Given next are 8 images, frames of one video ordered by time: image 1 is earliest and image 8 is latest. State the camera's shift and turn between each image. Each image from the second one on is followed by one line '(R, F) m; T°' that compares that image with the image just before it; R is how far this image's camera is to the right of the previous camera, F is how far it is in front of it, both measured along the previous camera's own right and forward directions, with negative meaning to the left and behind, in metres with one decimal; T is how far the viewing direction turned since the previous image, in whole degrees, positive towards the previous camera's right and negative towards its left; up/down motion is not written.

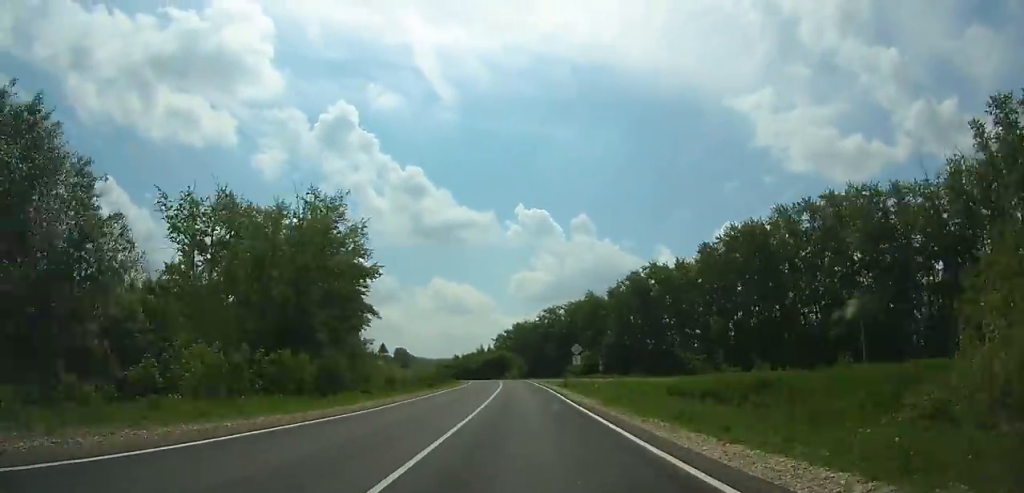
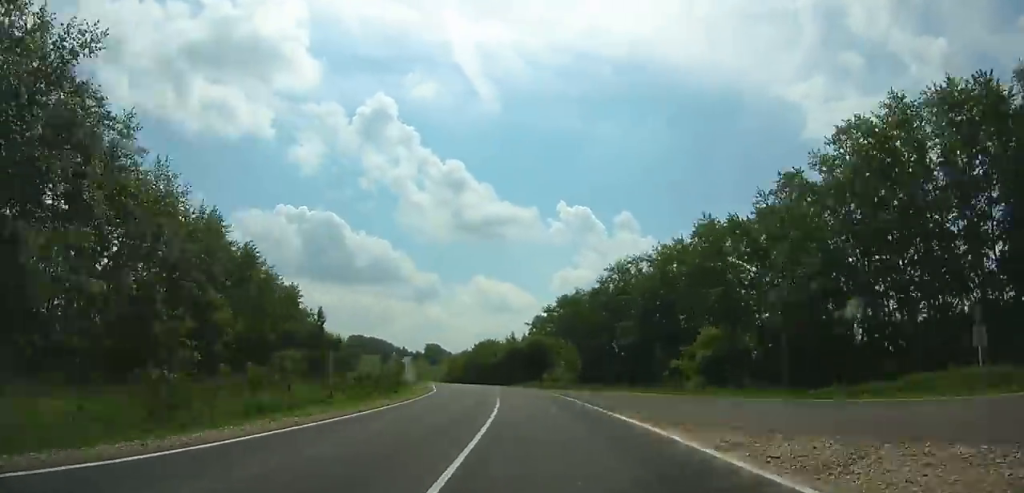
(-2.5, +71.2) m; -6°
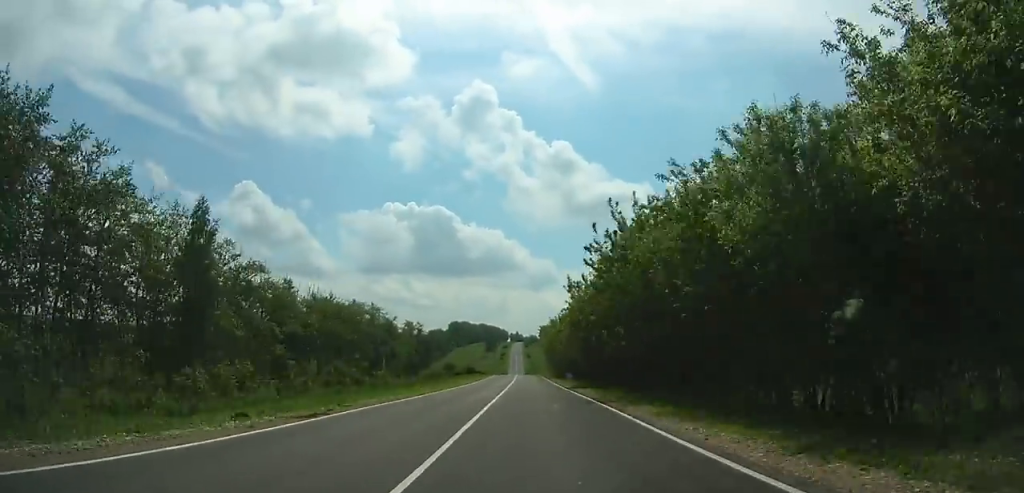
(-6.2, +85.6) m; -6°
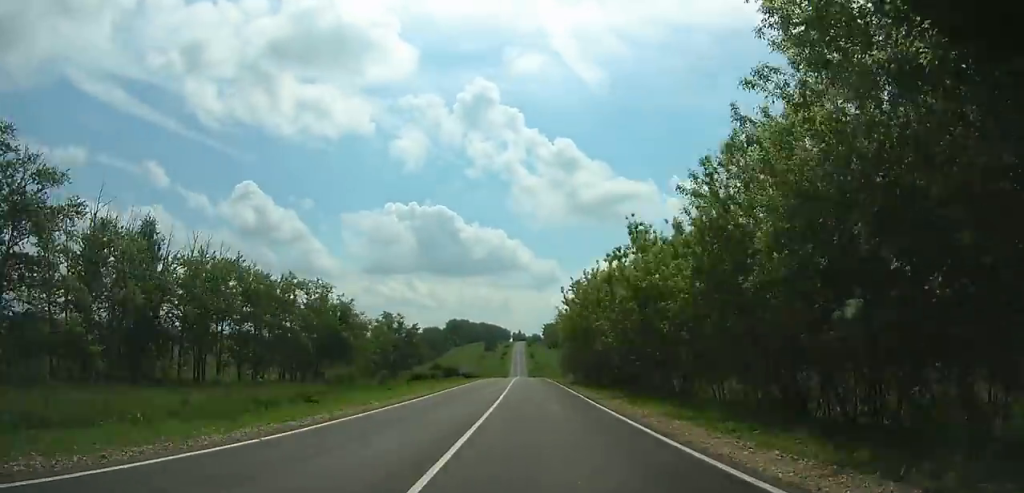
(-1.3, +34.2) m; -1°
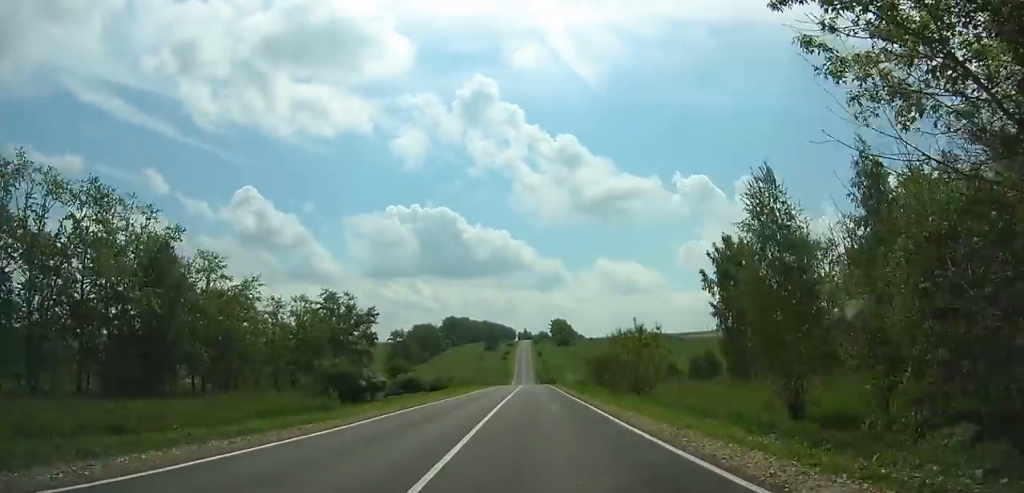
(-0.9, +49.7) m; -1°
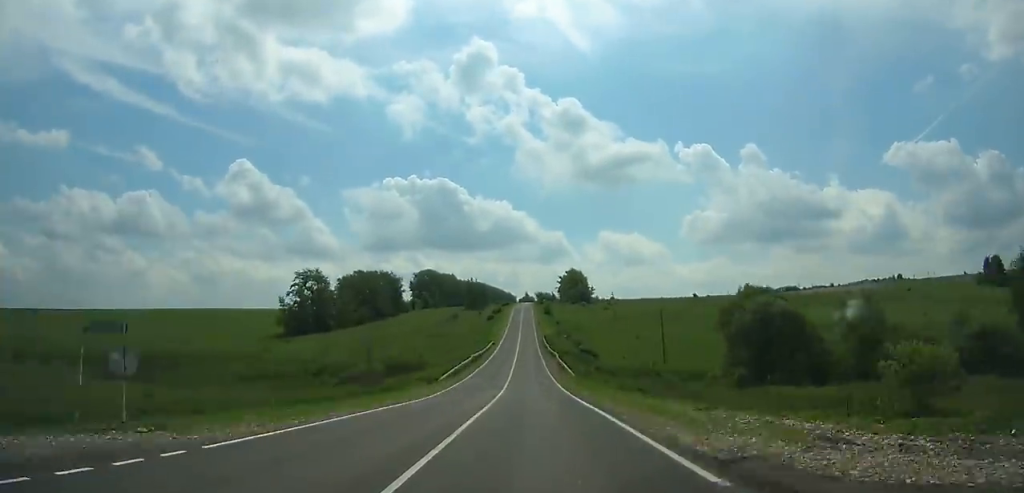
(-0.3, +109.0) m; 0°
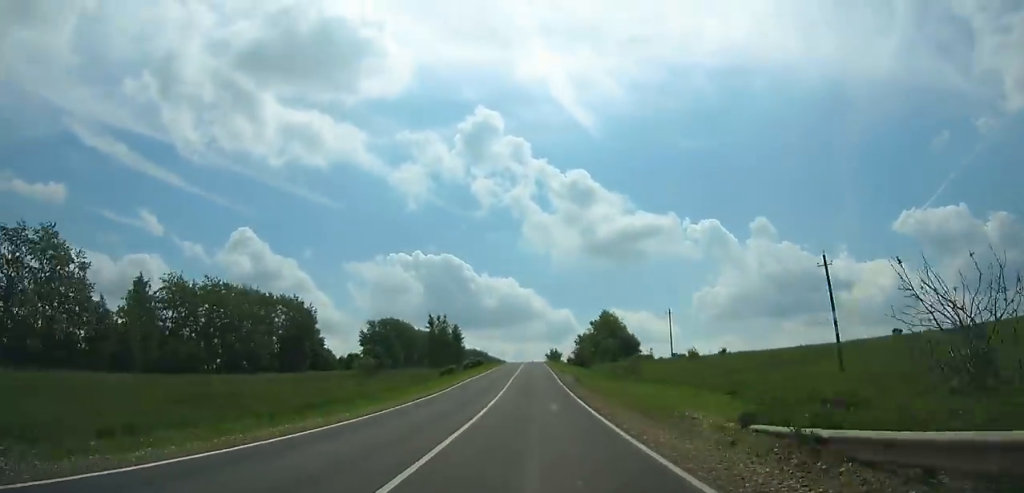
(-0.3, +103.6) m; 0°
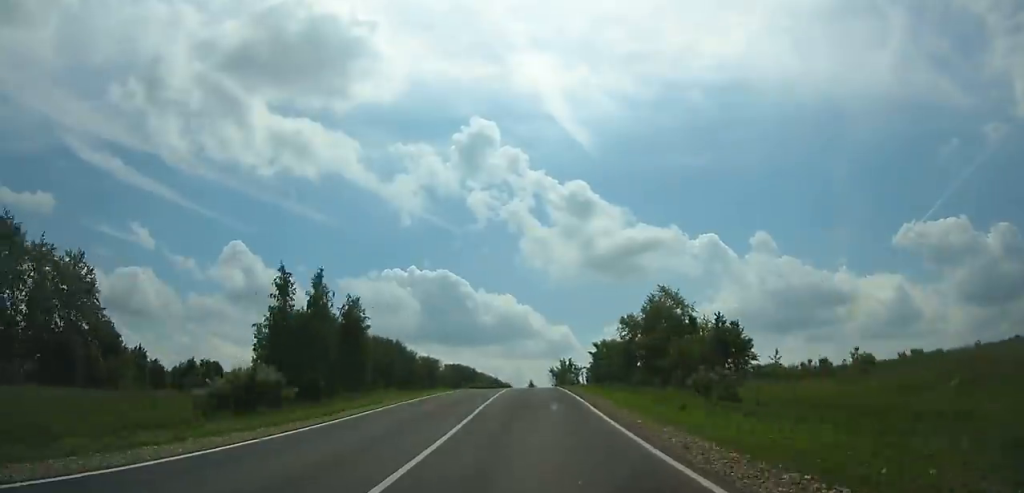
(+0.3, +85.6) m; 0°
